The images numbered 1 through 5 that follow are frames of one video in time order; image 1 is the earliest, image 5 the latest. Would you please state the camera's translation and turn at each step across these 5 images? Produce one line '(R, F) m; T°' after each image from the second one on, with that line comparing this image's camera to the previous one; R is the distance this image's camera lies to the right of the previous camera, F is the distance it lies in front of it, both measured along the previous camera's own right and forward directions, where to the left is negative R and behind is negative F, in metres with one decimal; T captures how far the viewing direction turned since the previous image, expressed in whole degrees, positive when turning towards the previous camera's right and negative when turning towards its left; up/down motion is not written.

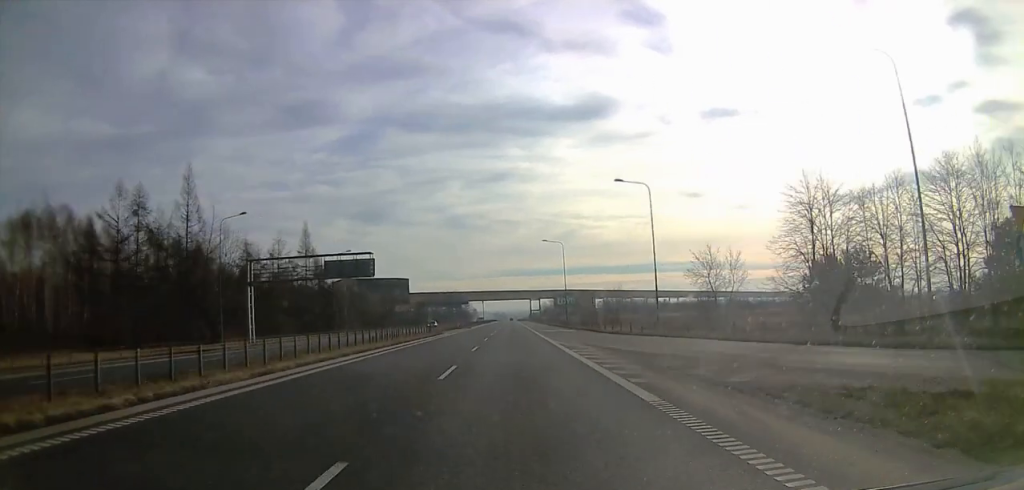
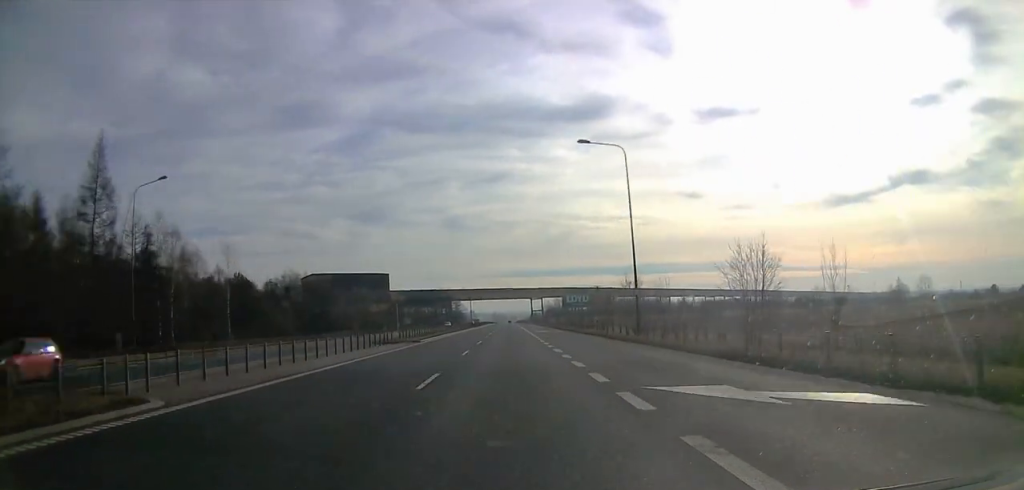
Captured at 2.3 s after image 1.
(+0.2, +49.0) m; 0°
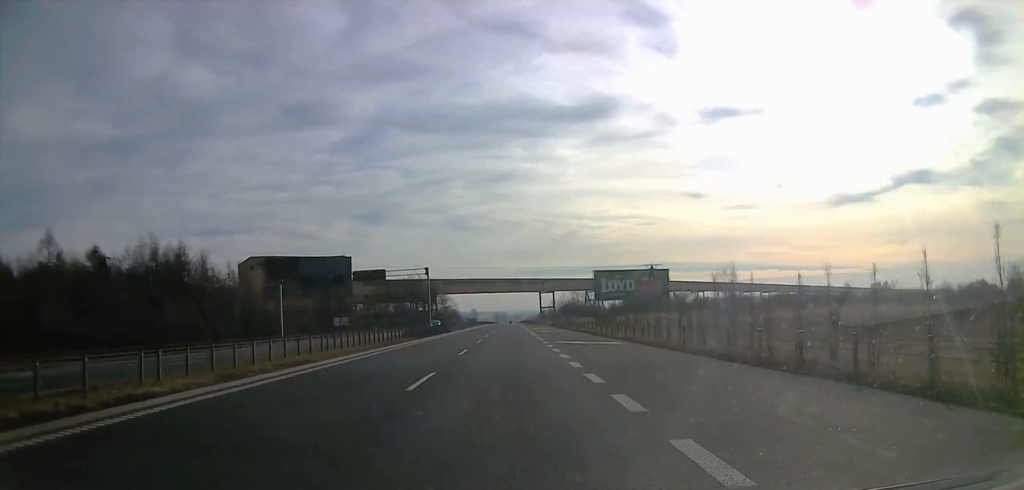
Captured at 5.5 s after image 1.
(+2.0, +72.7) m; +2°
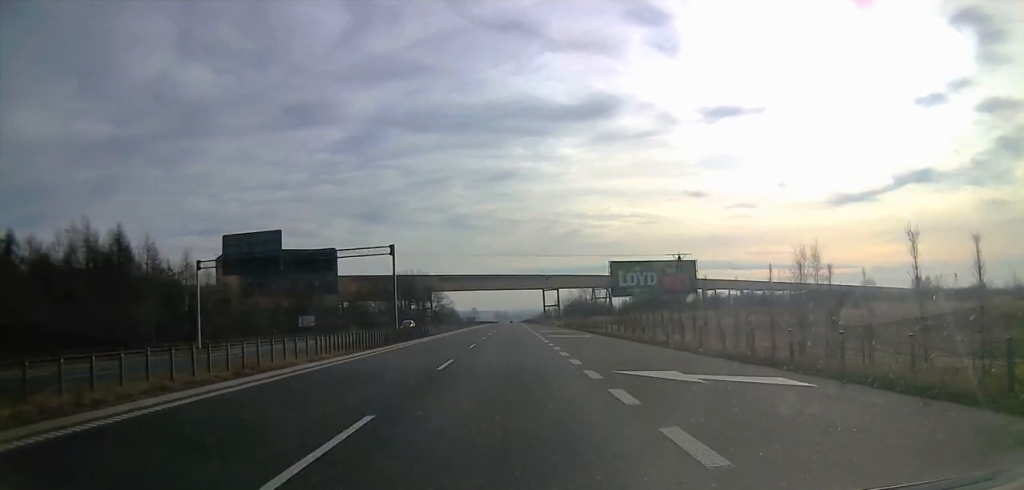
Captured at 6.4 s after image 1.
(0.0, +19.5) m; 0°
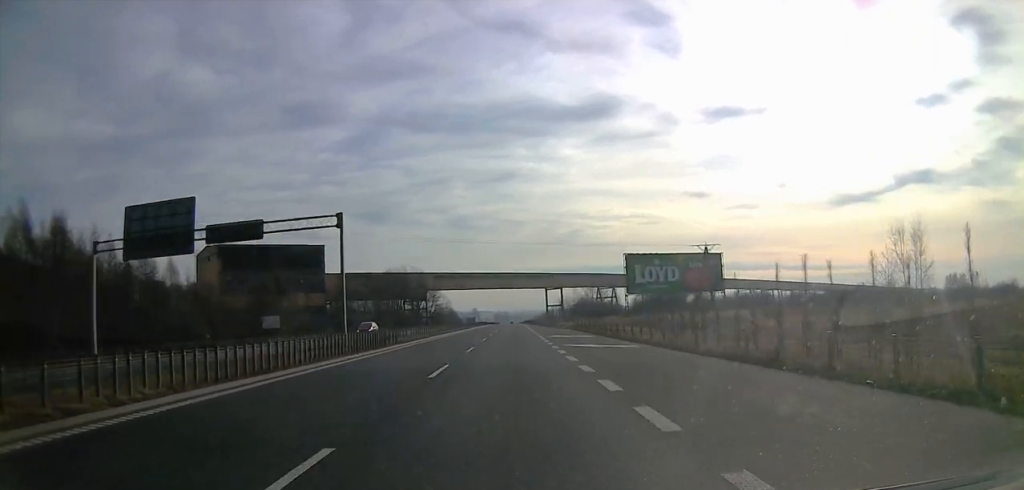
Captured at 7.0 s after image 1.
(0.0, +13.8) m; 0°
